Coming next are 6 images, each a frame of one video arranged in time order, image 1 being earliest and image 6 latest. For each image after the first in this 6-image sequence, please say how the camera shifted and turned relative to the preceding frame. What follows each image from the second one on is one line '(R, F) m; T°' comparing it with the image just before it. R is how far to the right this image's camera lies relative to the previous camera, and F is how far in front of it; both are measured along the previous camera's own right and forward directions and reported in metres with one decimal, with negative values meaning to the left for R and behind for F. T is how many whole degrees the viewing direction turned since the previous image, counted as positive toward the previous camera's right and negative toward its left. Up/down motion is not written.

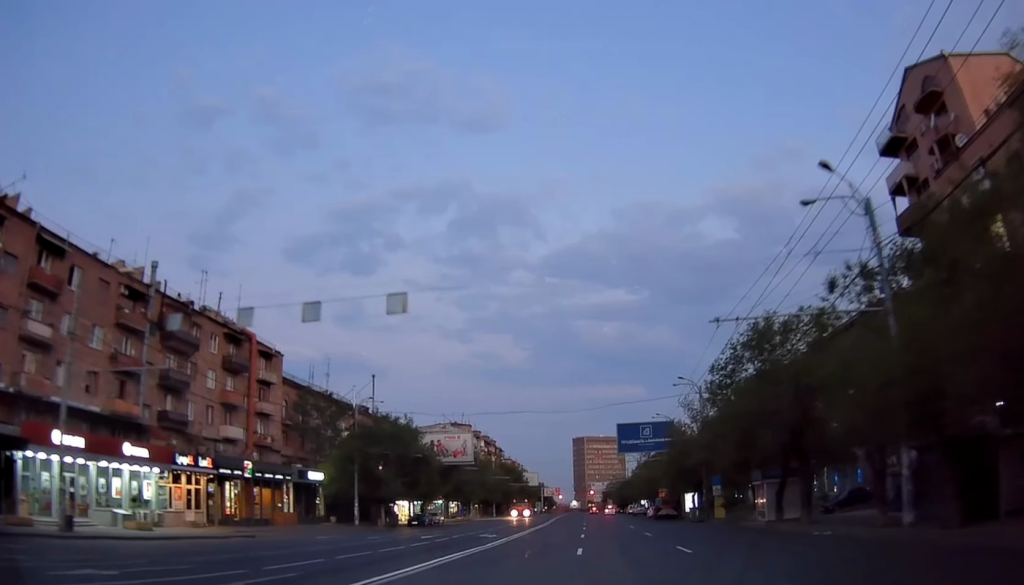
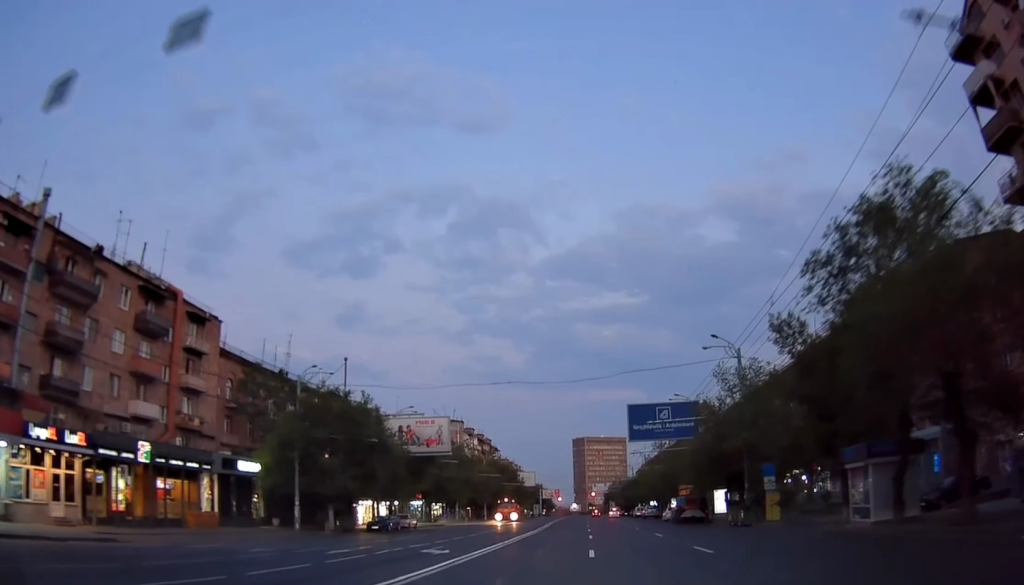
(+0.2, +13.7) m; 0°
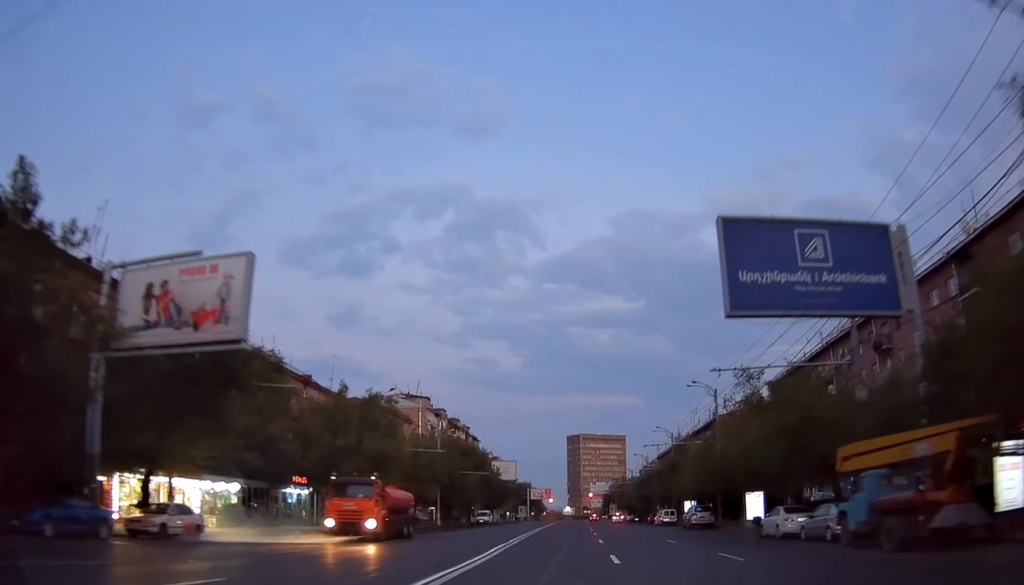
(+0.1, +38.1) m; 0°
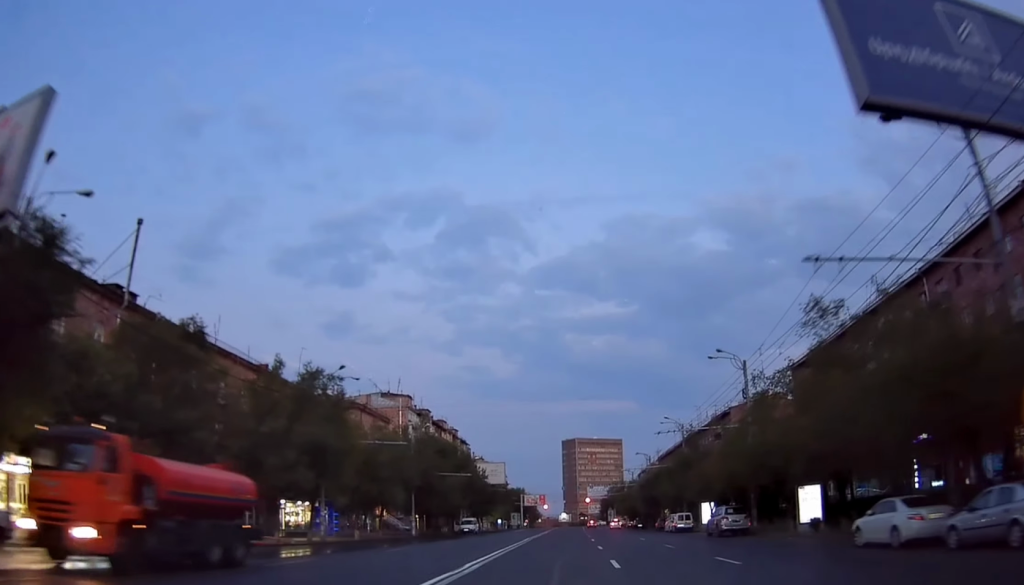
(-0.4, +11.5) m; 0°
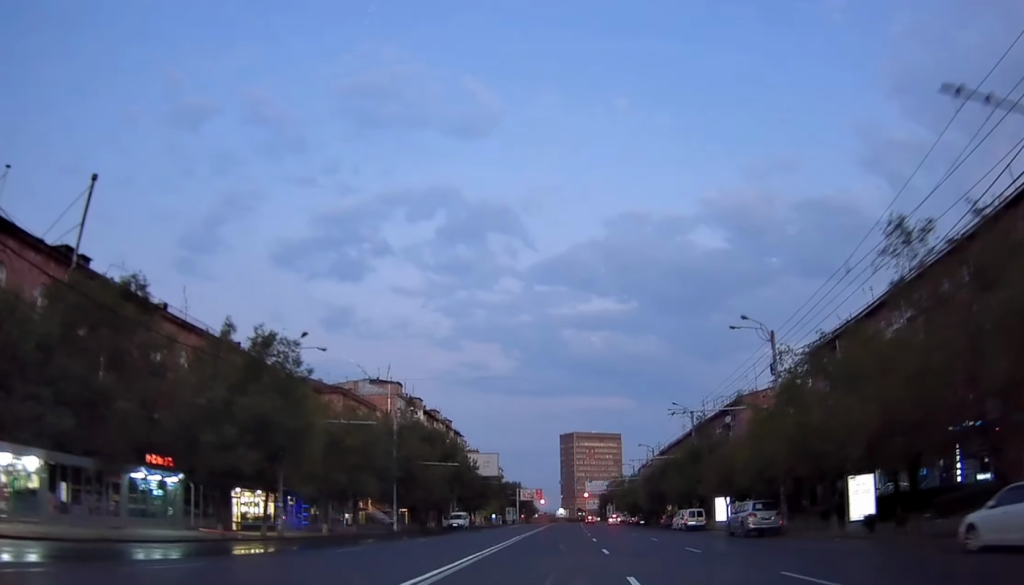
(+0.2, +6.8) m; +1°
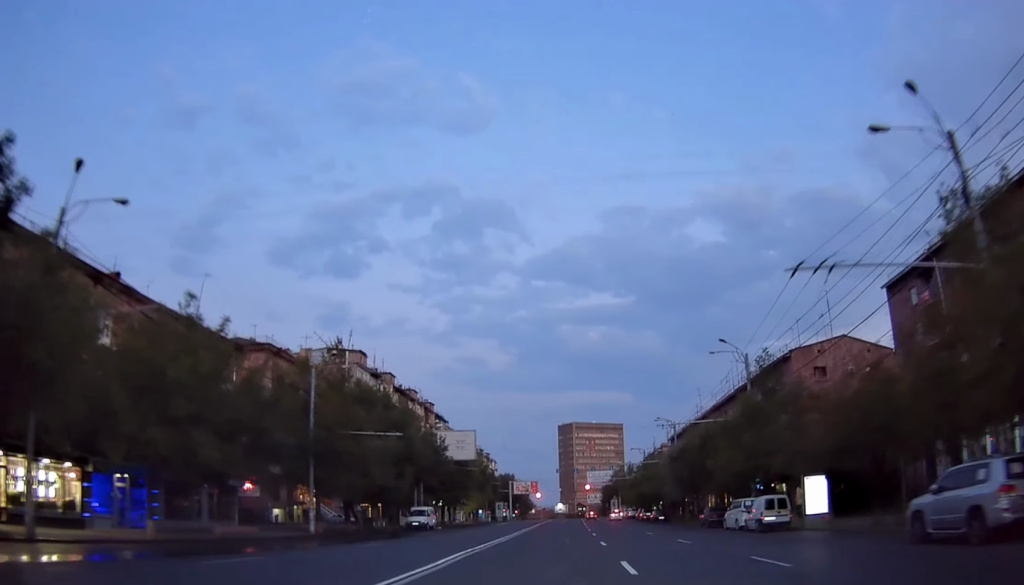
(+0.4, +21.5) m; -1°
